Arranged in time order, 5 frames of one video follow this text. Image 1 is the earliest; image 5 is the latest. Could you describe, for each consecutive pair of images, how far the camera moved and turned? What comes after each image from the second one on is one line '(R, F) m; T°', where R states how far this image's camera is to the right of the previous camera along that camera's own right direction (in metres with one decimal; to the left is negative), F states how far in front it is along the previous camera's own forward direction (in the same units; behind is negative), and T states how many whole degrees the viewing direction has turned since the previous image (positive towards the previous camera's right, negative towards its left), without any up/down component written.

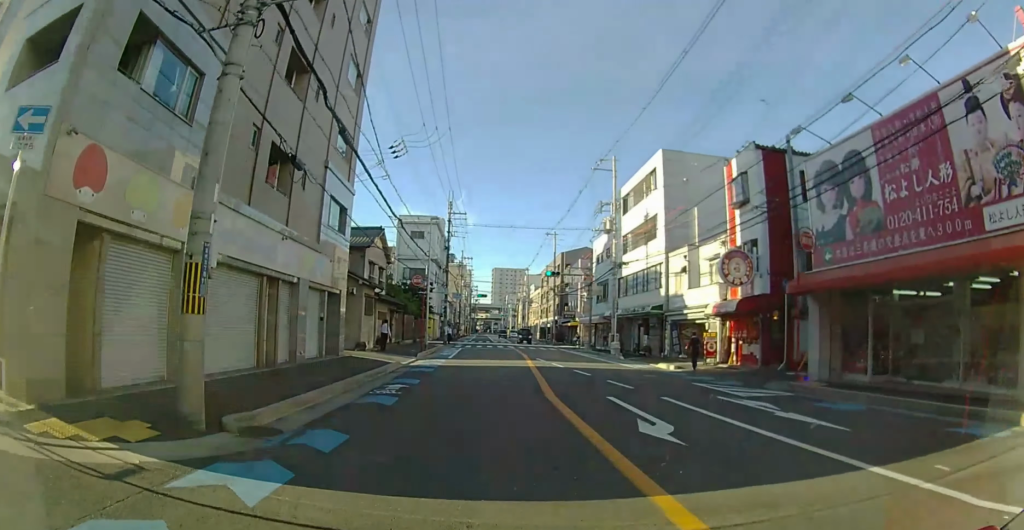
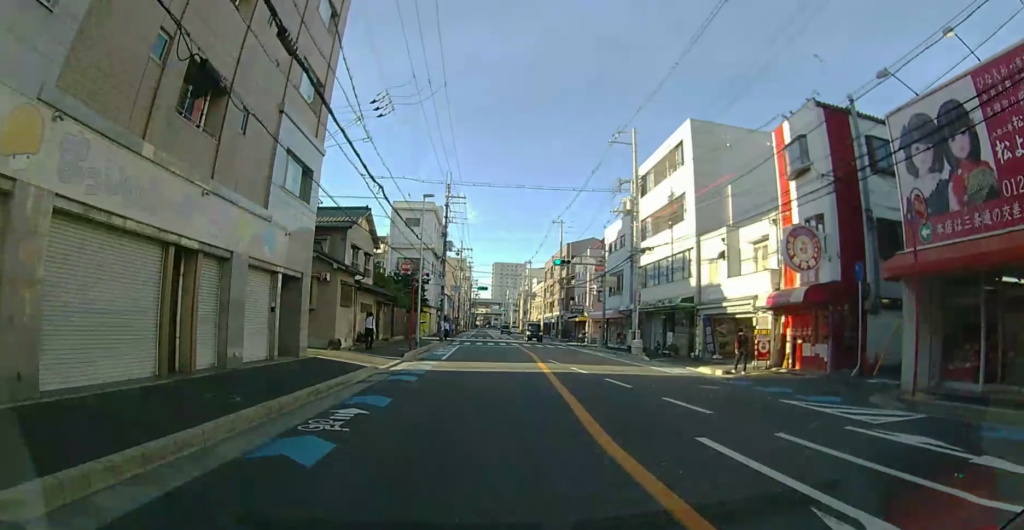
(0.0, +4.6) m; 0°
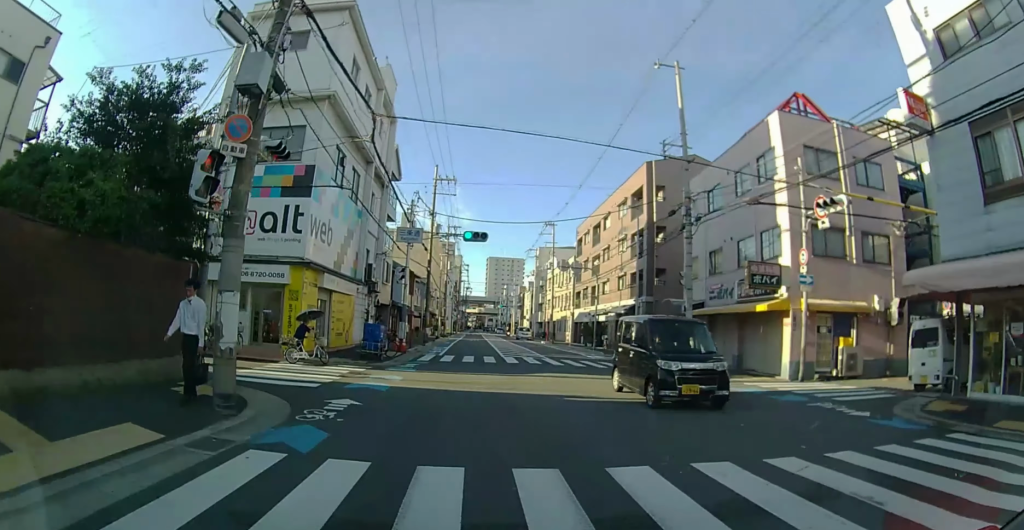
(0.0, +37.1) m; 0°
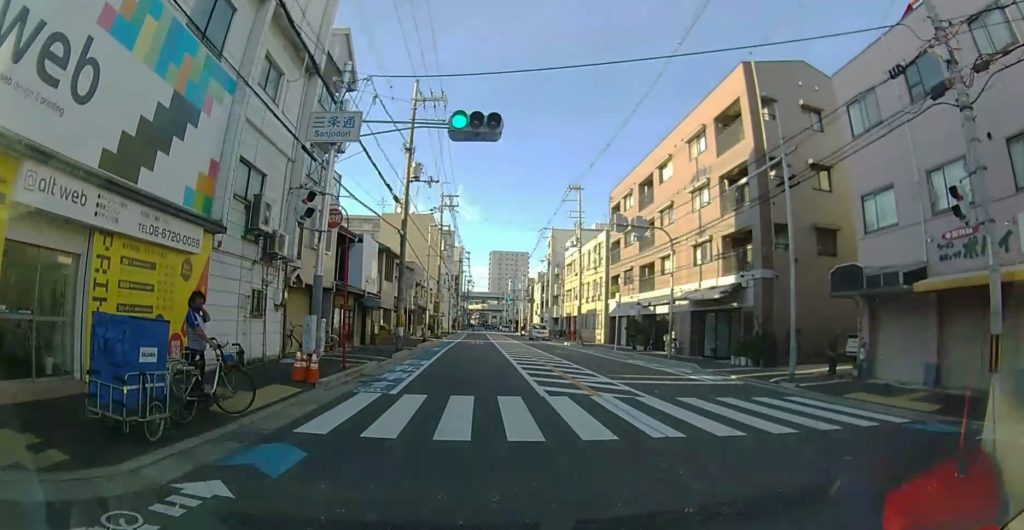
(-0.2, +14.8) m; 0°
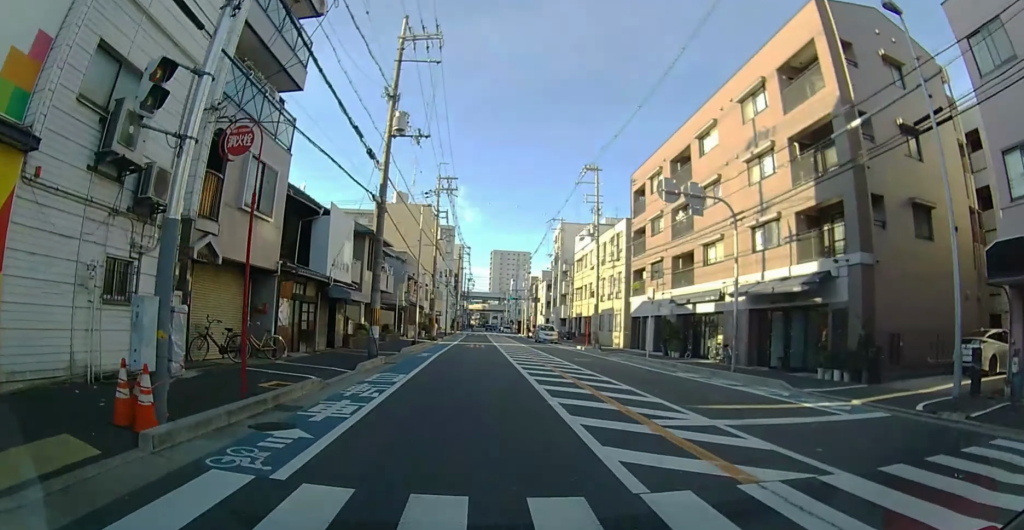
(0.0, +6.2) m; +1°
